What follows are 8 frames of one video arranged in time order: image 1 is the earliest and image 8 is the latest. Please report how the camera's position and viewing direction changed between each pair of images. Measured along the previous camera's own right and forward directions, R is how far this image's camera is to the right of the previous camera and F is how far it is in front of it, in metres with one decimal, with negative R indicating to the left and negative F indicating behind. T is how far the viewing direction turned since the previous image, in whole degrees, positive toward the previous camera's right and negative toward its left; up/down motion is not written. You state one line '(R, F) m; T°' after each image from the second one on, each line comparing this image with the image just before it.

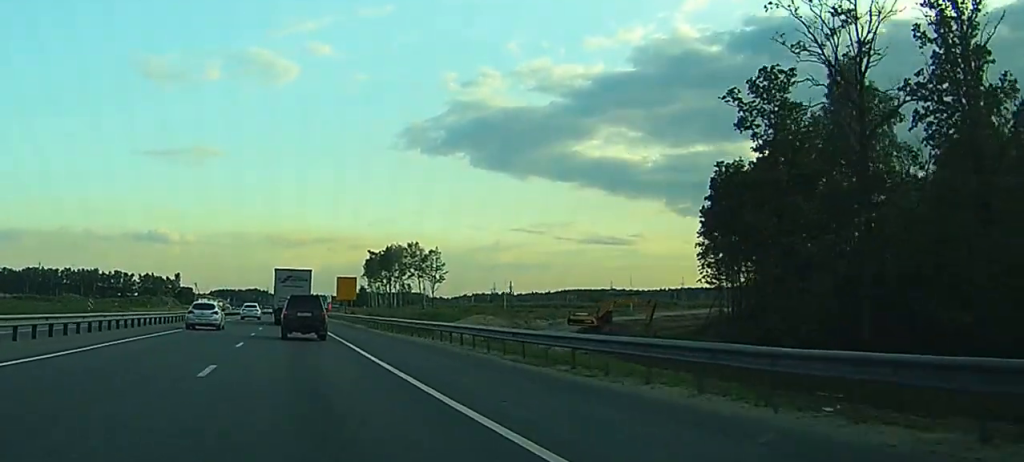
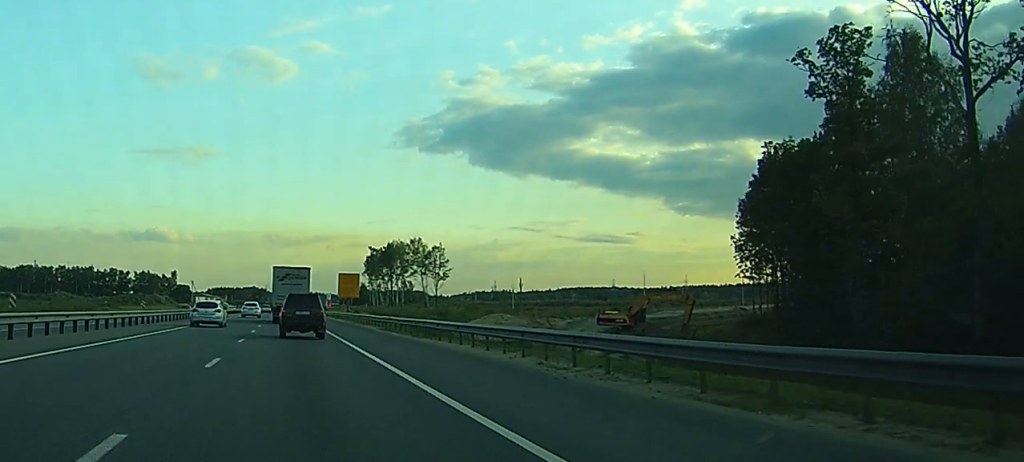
(0.0, +10.1) m; 0°
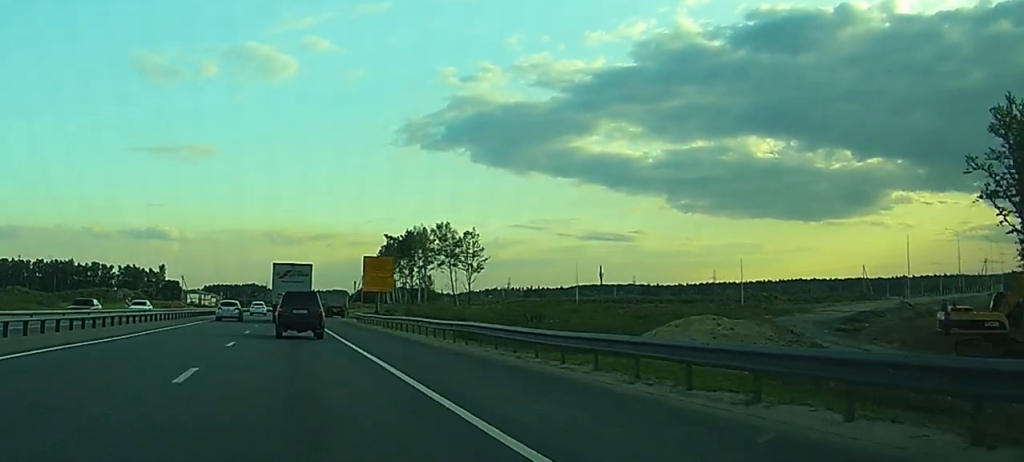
(+0.4, +50.8) m; +1°
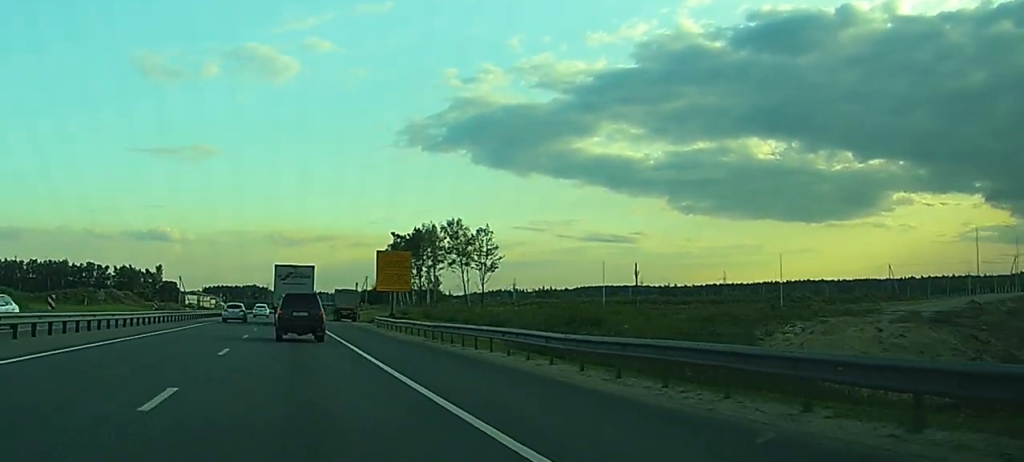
(-0.1, +14.9) m; 0°
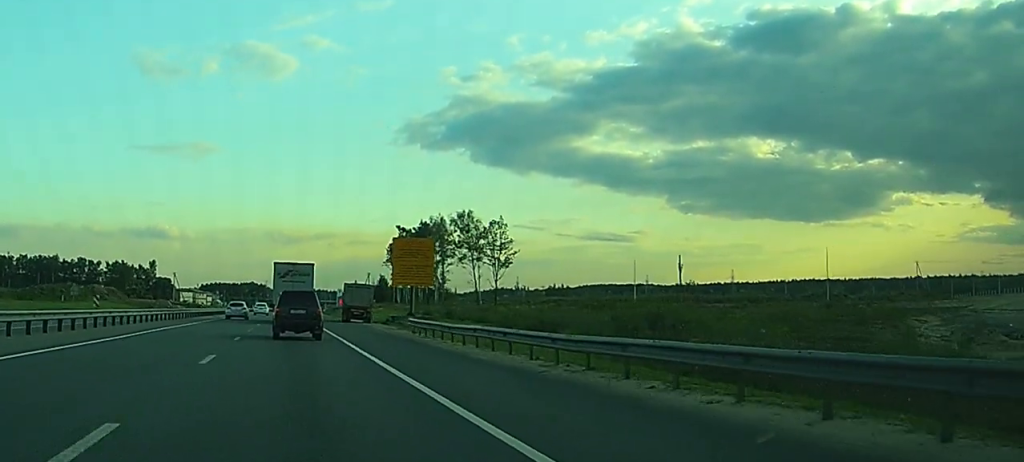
(0.0, +16.3) m; 0°
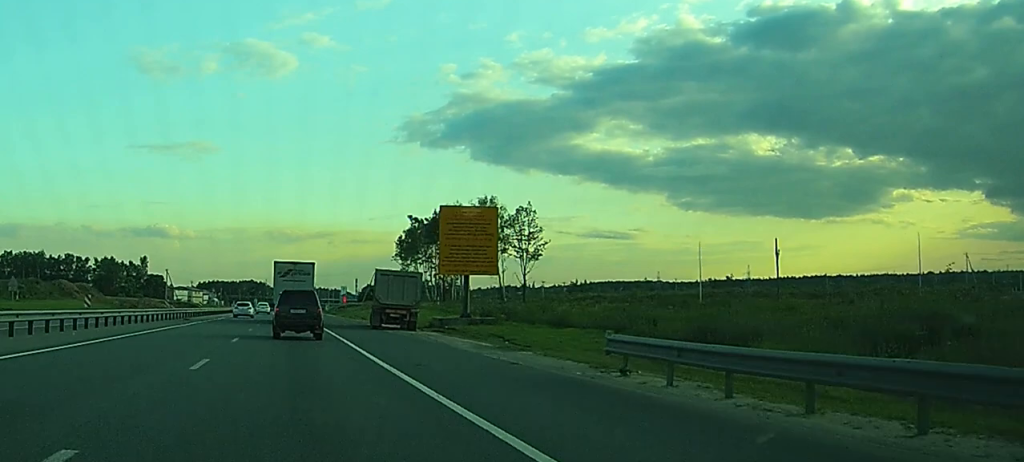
(-0.2, +25.5) m; 0°
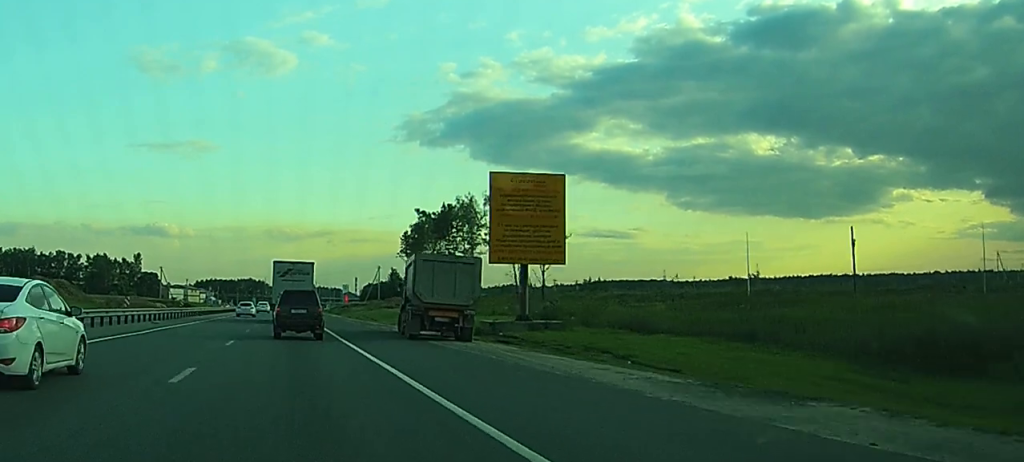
(0.0, +14.7) m; 0°
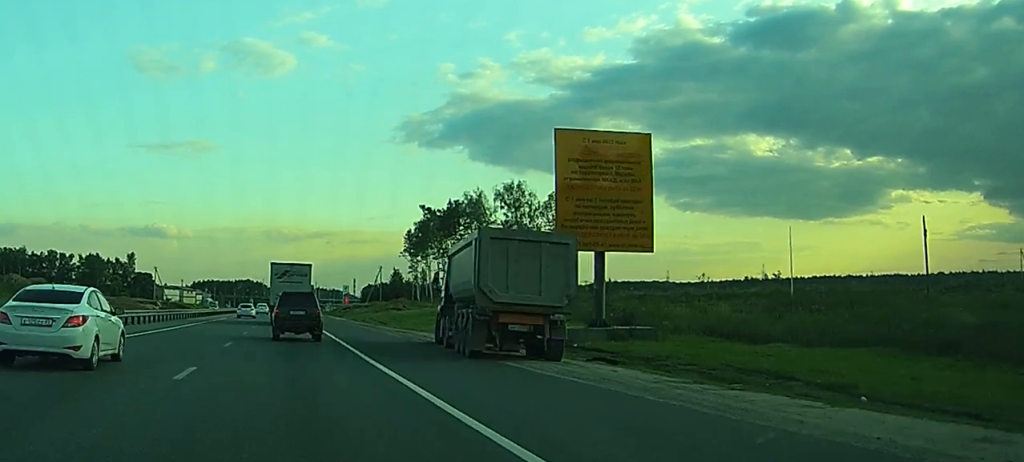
(+0.1, +11.3) m; 0°
